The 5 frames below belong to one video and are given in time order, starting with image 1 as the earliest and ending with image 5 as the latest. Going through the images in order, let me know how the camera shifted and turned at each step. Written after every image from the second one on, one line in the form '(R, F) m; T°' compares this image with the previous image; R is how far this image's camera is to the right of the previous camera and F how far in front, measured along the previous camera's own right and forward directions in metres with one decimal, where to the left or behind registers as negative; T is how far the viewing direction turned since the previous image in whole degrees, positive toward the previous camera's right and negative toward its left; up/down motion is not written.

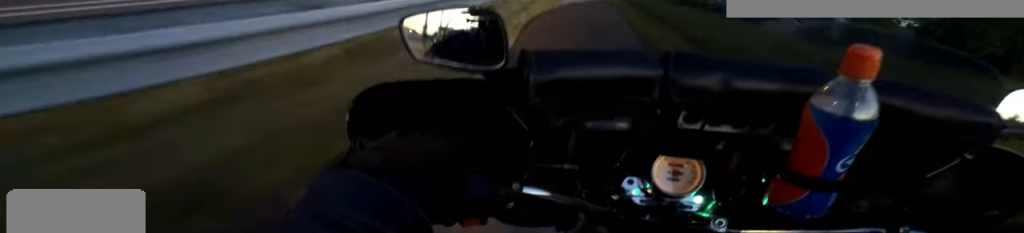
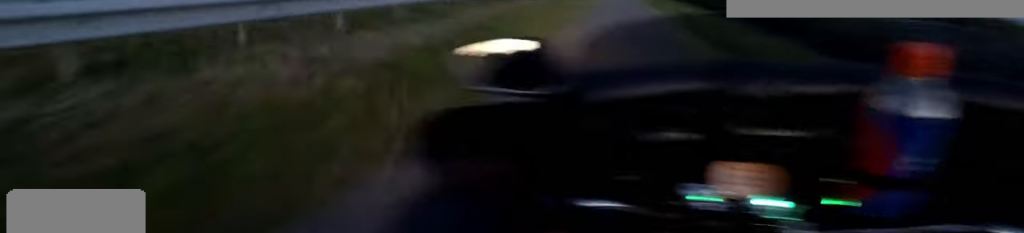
(+0.5, +31.7) m; -2°
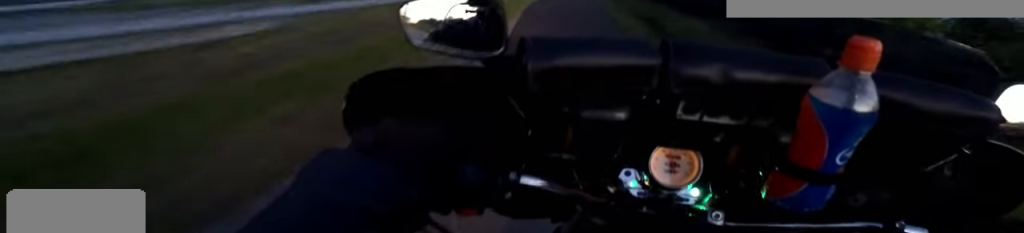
(-0.4, +16.8) m; -1°
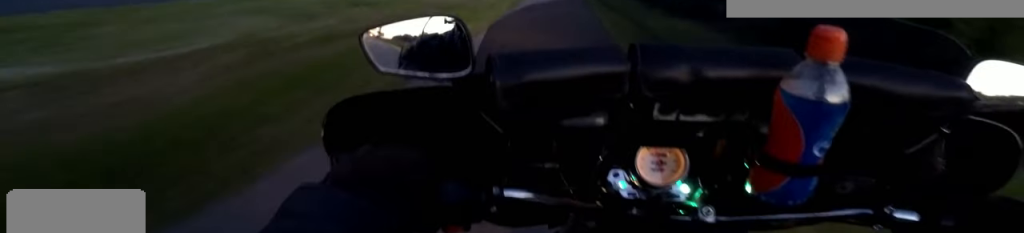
(0.0, +7.7) m; 0°
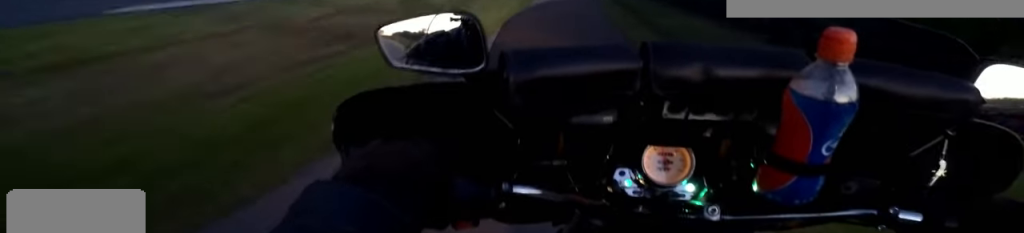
(0.0, +7.6) m; 0°
